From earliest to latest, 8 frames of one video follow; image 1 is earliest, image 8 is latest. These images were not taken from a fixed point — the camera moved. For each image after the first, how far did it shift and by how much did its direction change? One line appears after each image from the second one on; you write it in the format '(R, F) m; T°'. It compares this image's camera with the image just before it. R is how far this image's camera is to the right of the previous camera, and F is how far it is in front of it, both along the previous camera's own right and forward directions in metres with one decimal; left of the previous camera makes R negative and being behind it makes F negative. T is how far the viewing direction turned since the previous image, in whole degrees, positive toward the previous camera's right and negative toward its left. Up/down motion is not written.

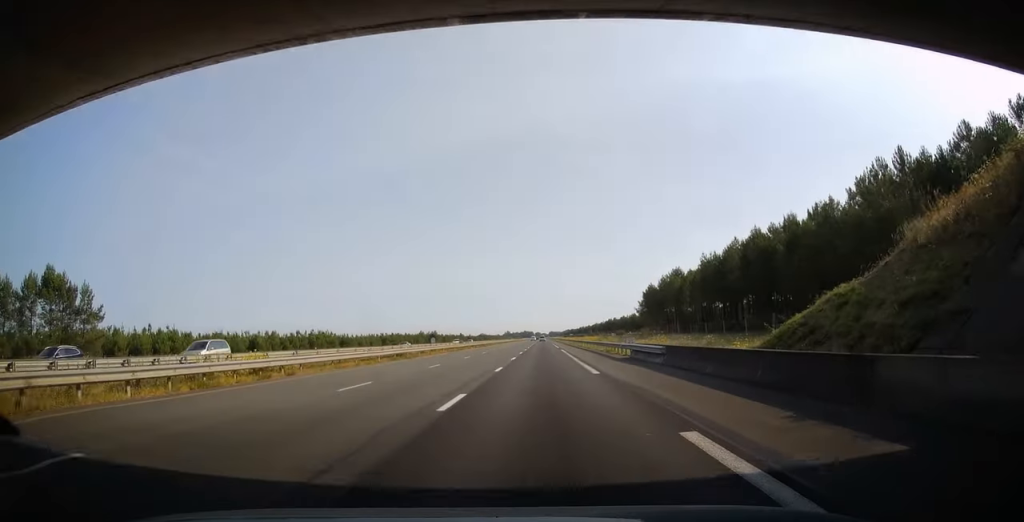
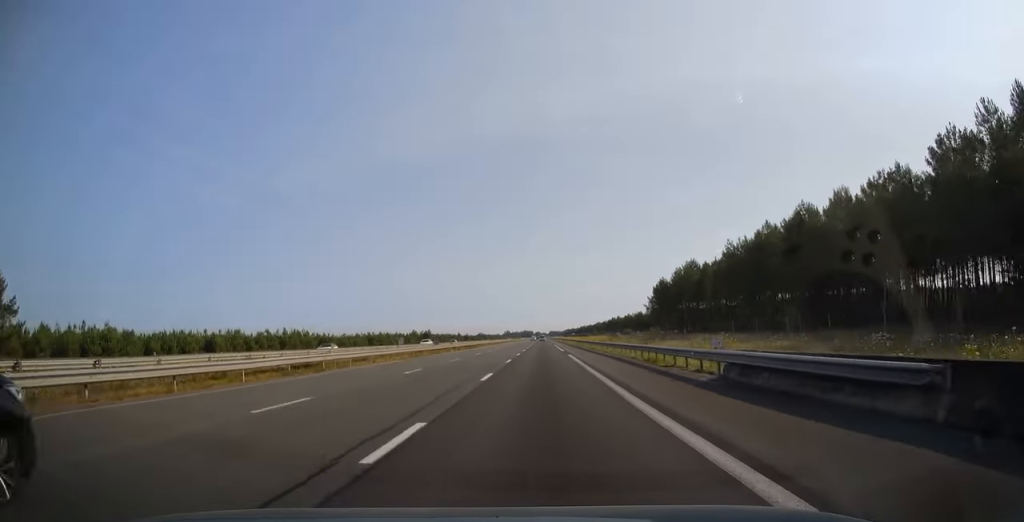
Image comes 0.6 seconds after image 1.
(0.0, +17.7) m; 0°
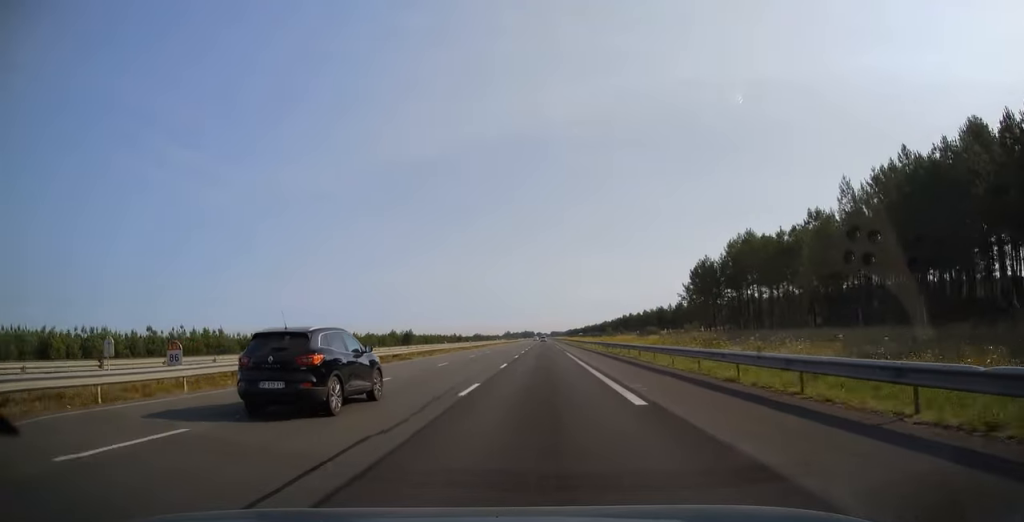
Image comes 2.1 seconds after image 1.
(0.0, +43.6) m; 0°
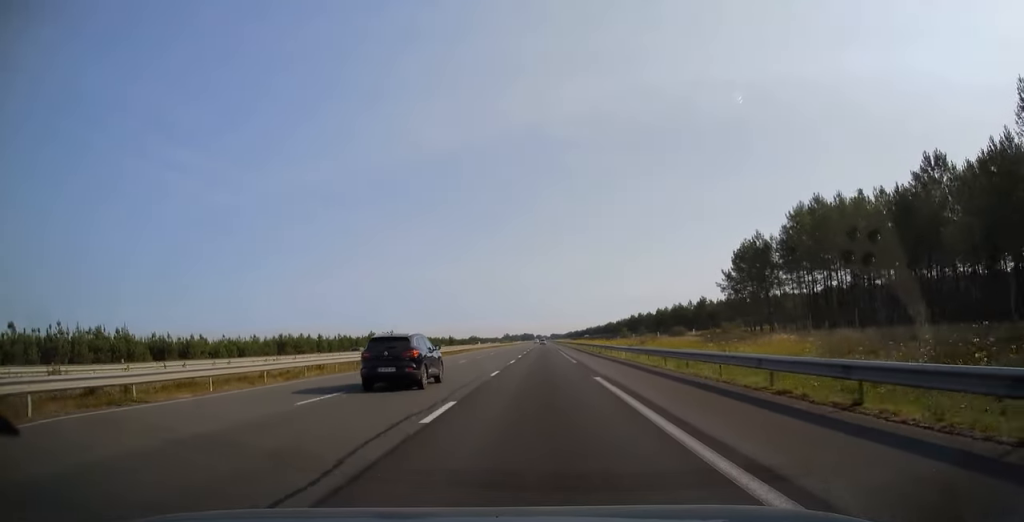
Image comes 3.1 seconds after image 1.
(+0.1, +30.5) m; 0°
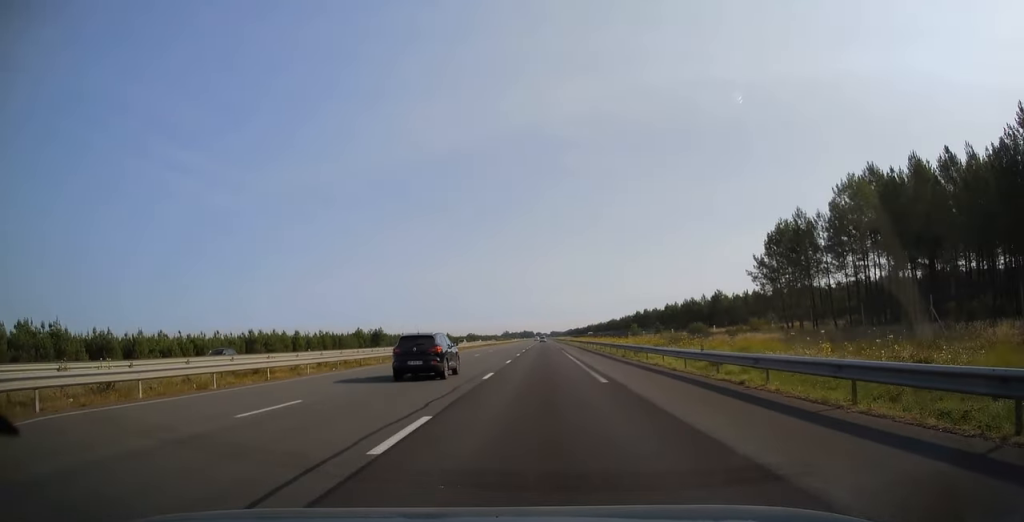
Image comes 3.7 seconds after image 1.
(0.0, +15.7) m; 0°
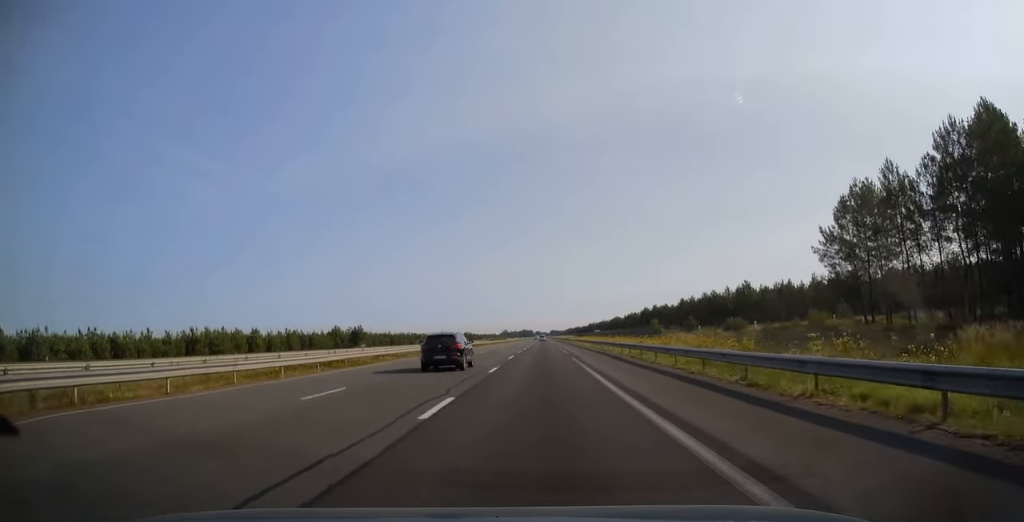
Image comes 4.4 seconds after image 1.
(0.0, +22.7) m; 0°
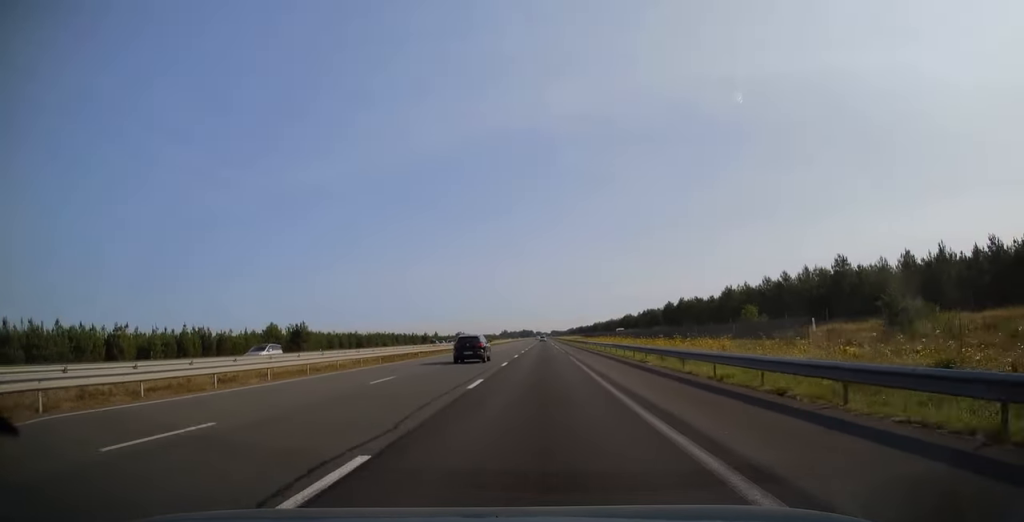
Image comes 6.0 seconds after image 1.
(0.0, +45.2) m; 0°
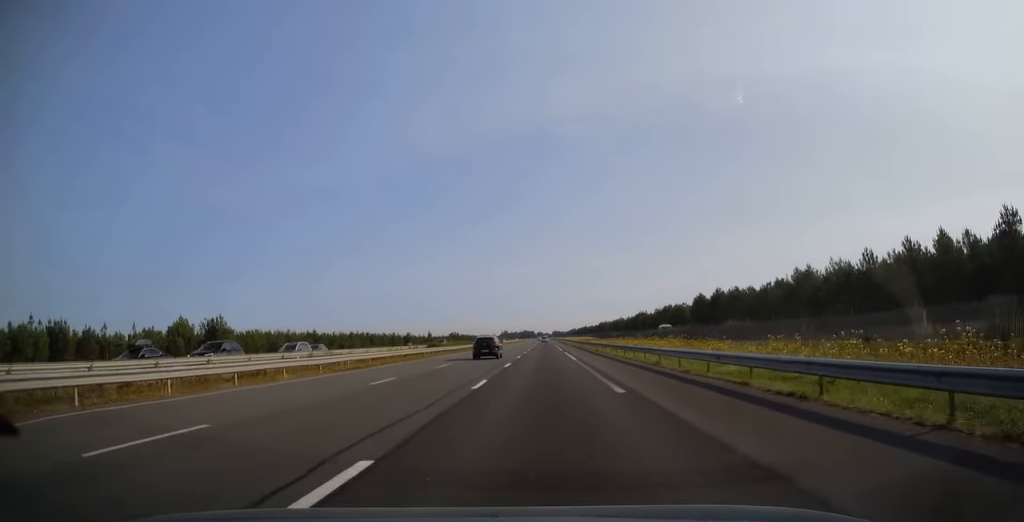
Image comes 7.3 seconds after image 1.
(-0.1, +38.9) m; 0°
